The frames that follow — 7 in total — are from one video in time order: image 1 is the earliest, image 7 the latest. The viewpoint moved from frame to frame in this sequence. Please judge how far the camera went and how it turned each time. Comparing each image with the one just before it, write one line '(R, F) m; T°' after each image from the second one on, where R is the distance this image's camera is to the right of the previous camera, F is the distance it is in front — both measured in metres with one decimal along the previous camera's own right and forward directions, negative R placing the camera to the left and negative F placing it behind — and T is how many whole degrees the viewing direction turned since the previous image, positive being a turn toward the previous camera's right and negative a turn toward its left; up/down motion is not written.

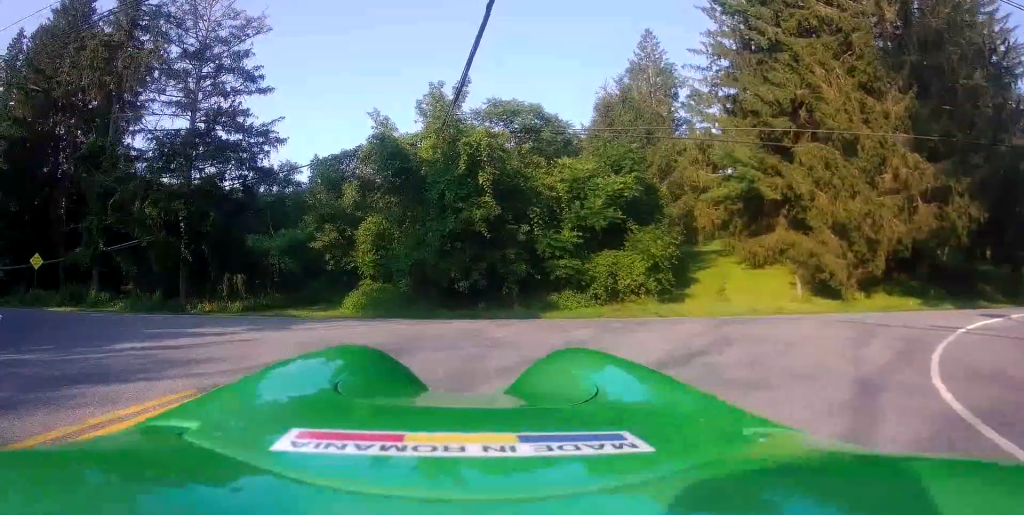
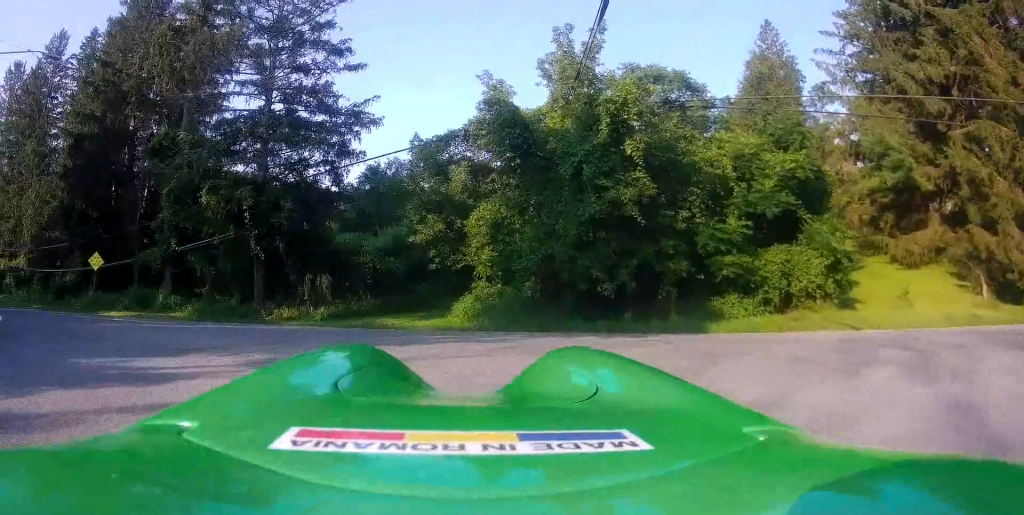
(0.0, +4.8) m; -6°
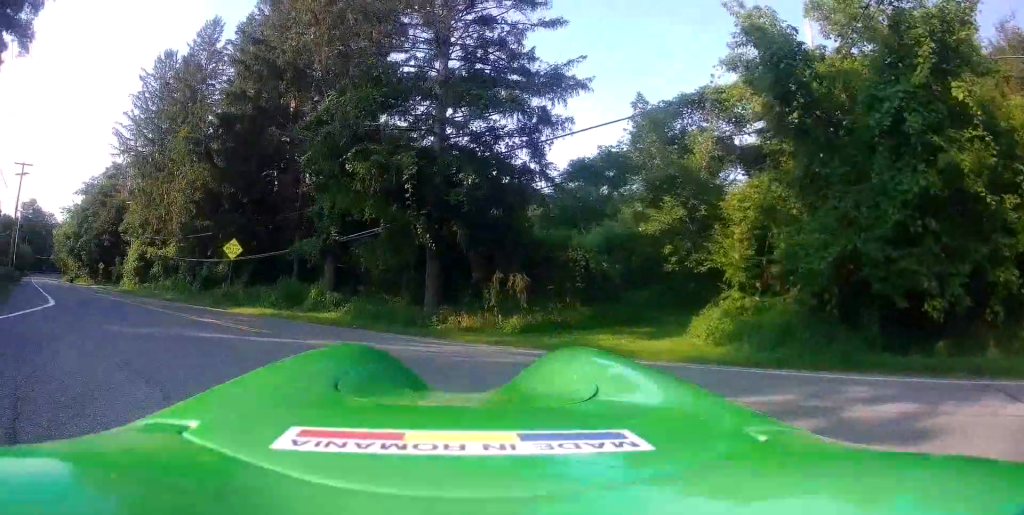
(-0.8, +5.5) m; -17°
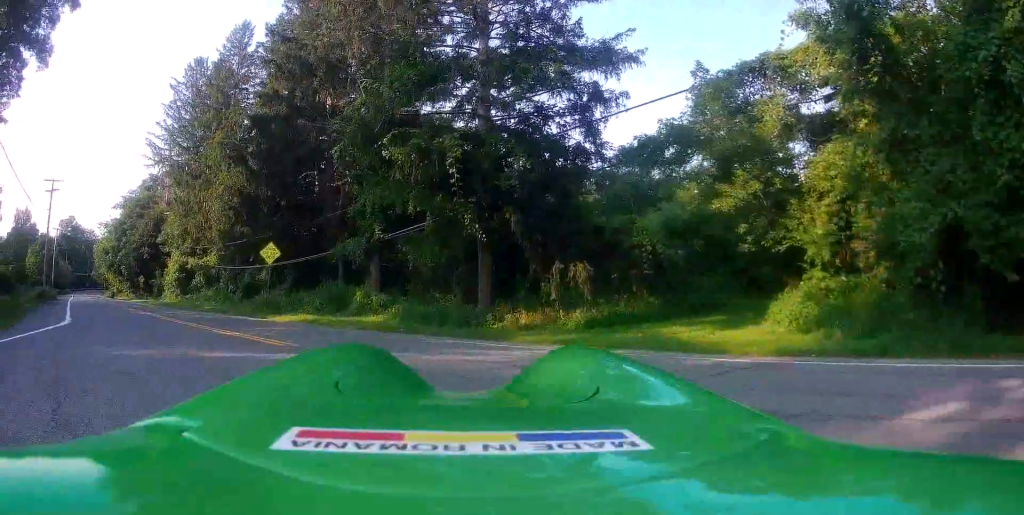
(0.0, +1.6) m; -5°
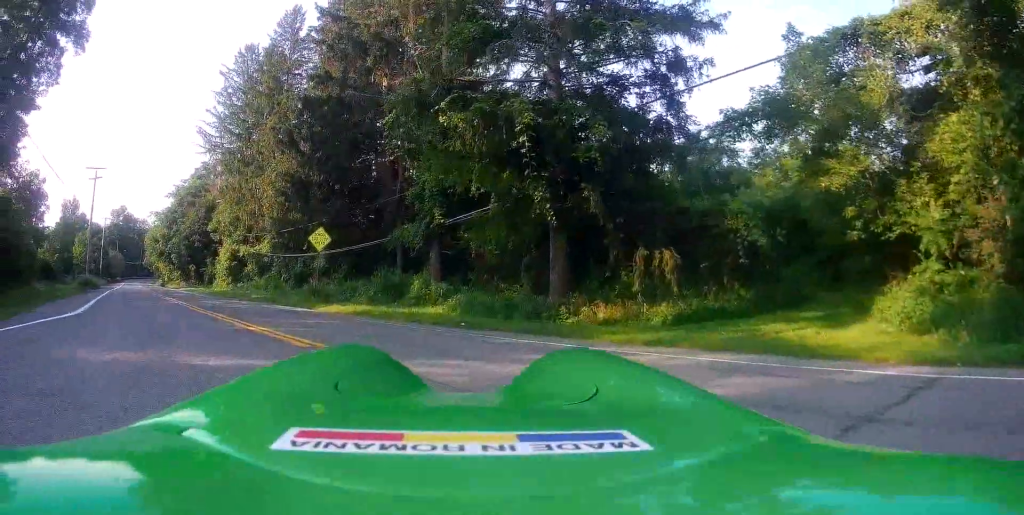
(+0.1, +2.0) m; -6°
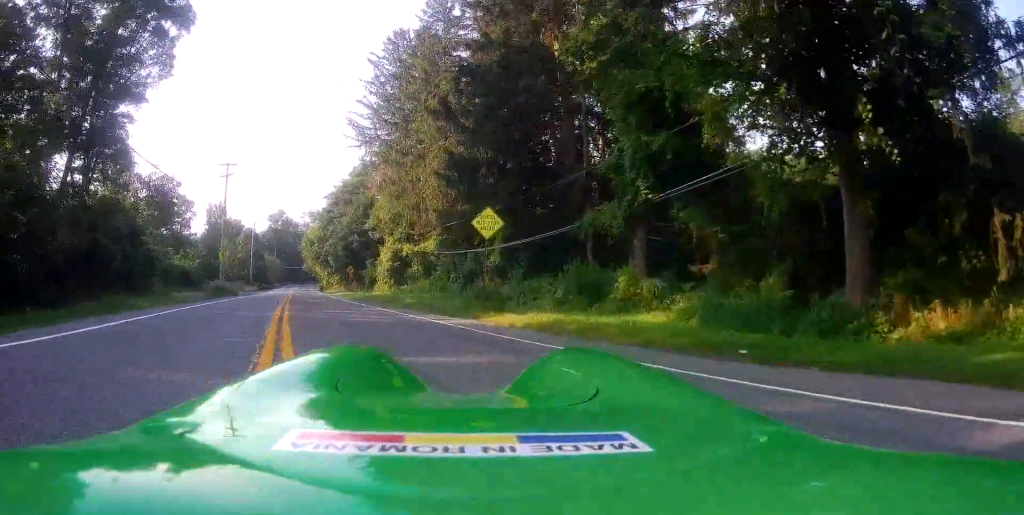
(-1.5, +6.4) m; -17°
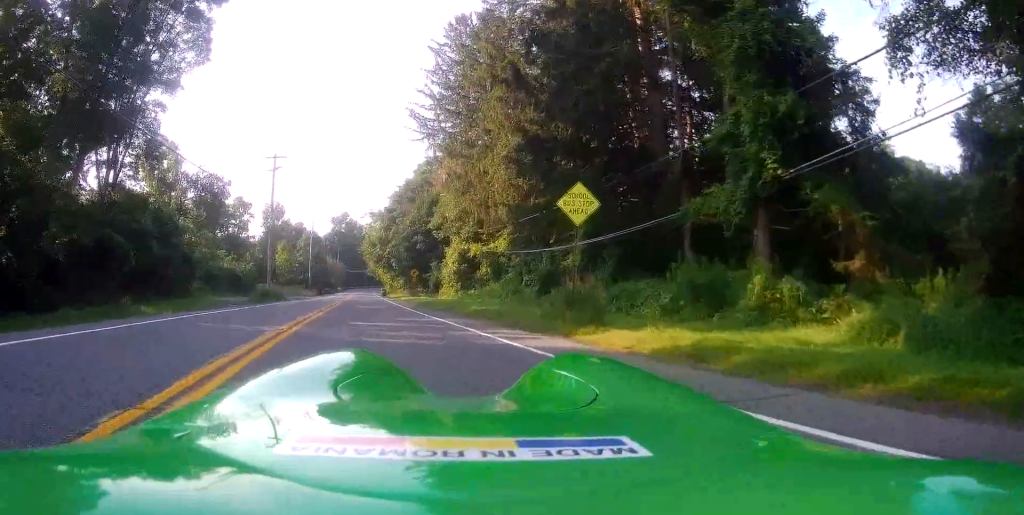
(-0.2, +4.9) m; -5°
